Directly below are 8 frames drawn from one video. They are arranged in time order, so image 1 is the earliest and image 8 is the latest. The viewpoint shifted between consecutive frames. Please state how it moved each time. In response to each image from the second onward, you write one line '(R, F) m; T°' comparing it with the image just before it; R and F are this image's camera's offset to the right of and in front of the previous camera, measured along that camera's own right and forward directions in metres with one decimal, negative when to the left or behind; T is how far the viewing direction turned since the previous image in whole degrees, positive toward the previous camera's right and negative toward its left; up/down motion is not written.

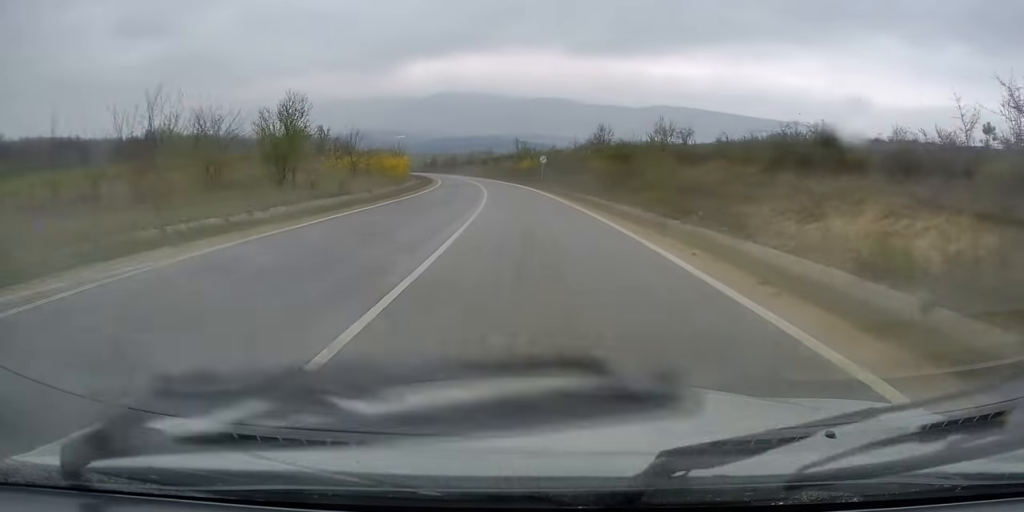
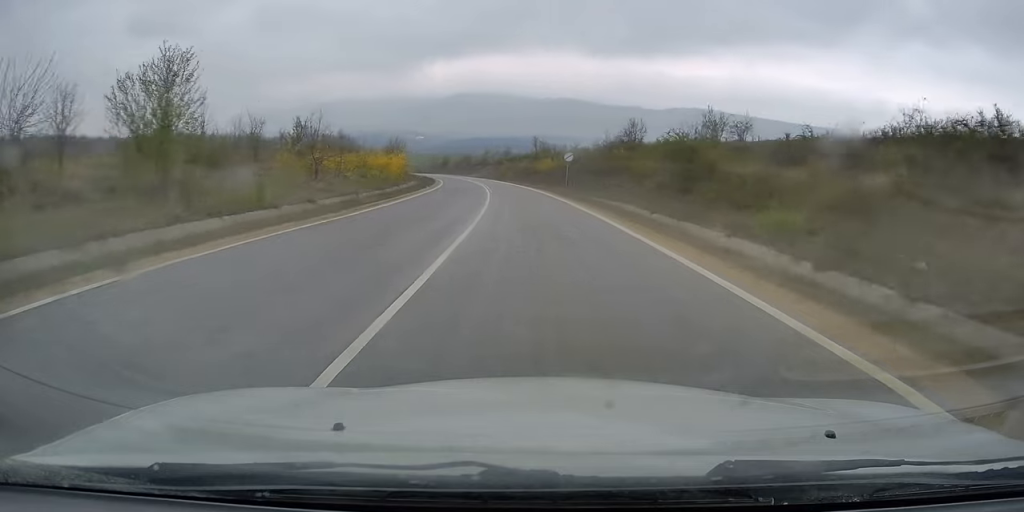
(0.0, +12.8) m; -1°
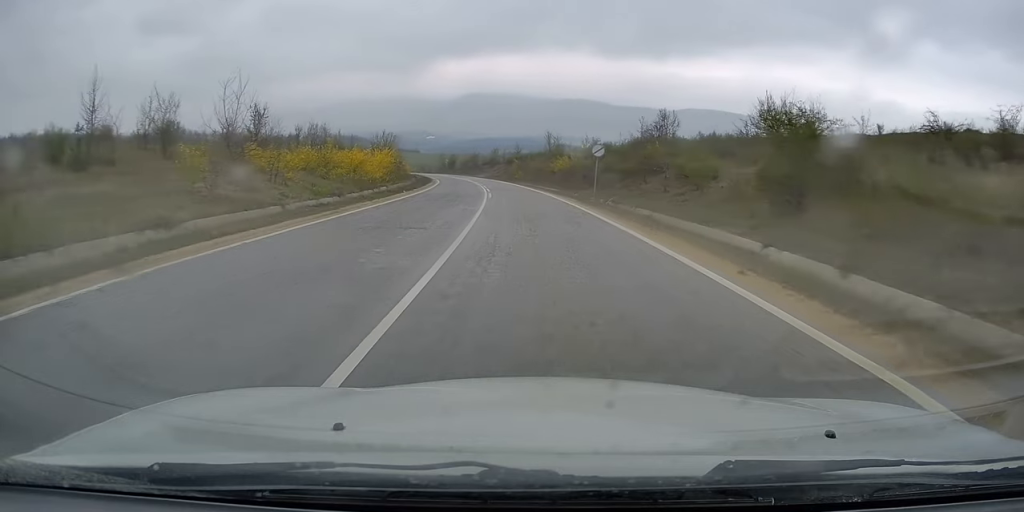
(-0.2, +12.2) m; -1°
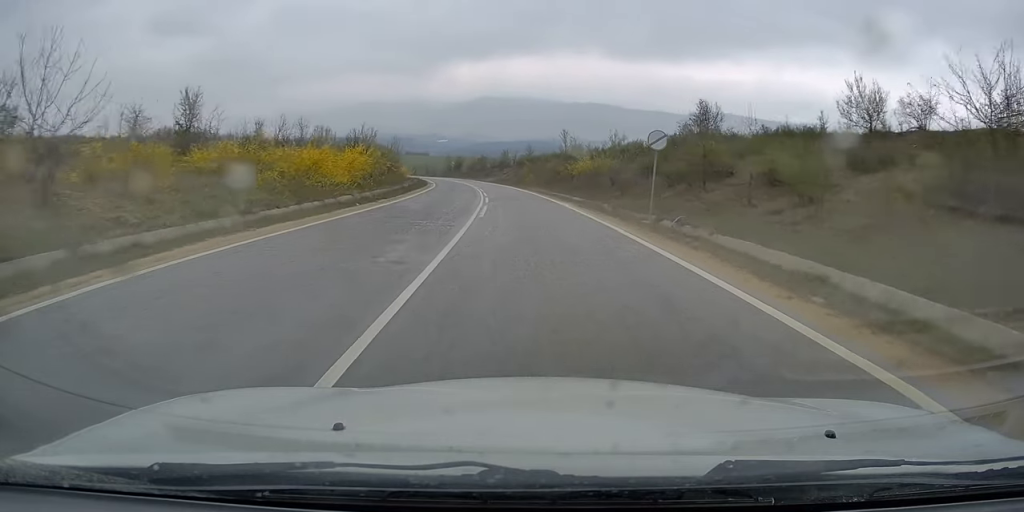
(-0.1, +12.2) m; -1°
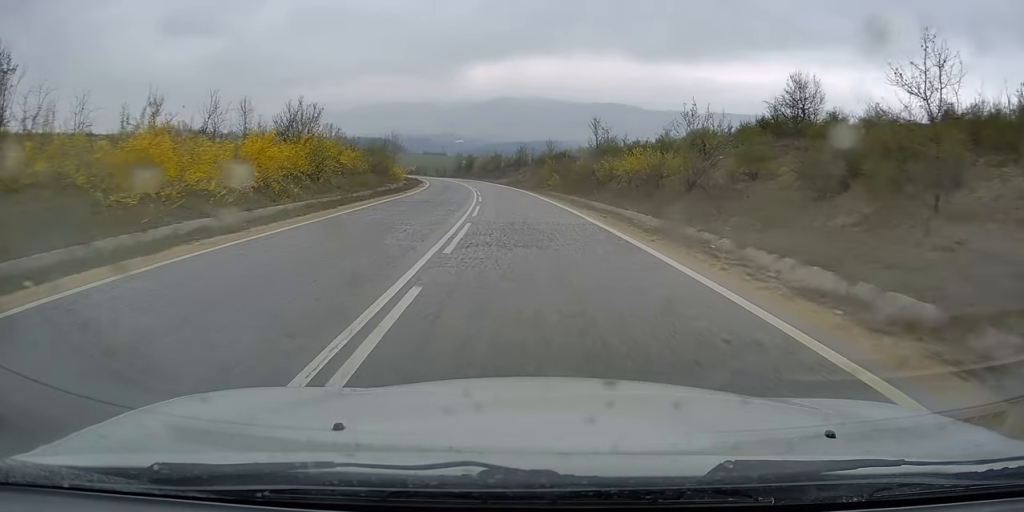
(-0.3, +17.5) m; -2°
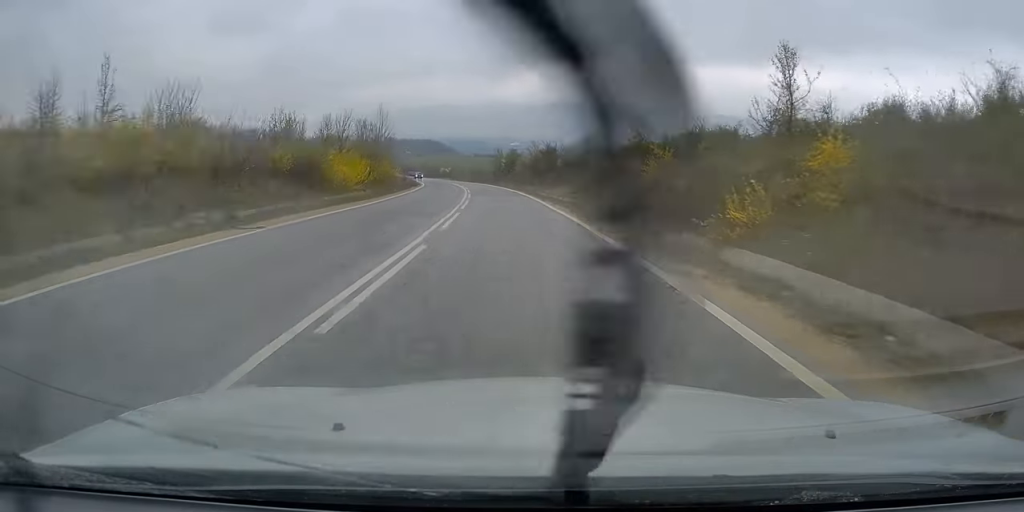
(-1.4, +40.2) m; -4°
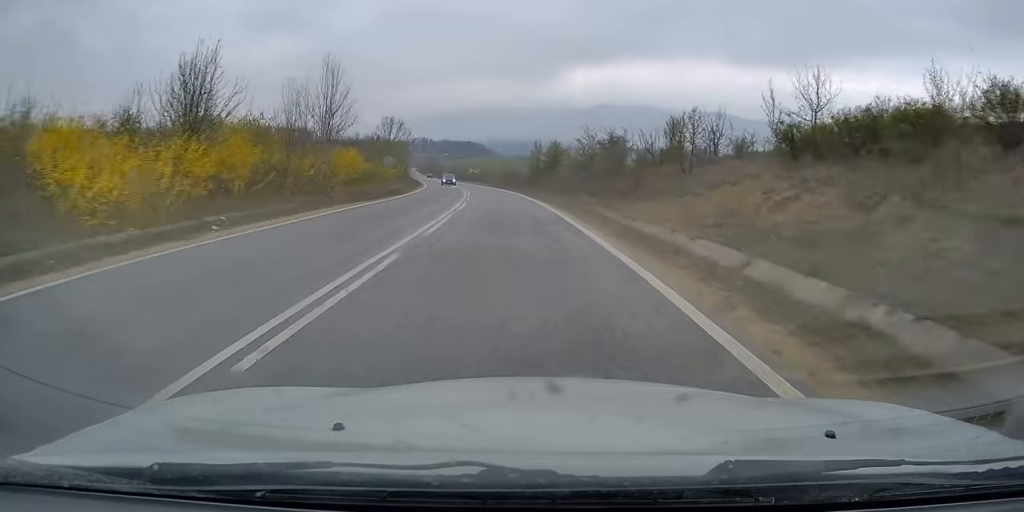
(-1.1, +27.7) m; -4°
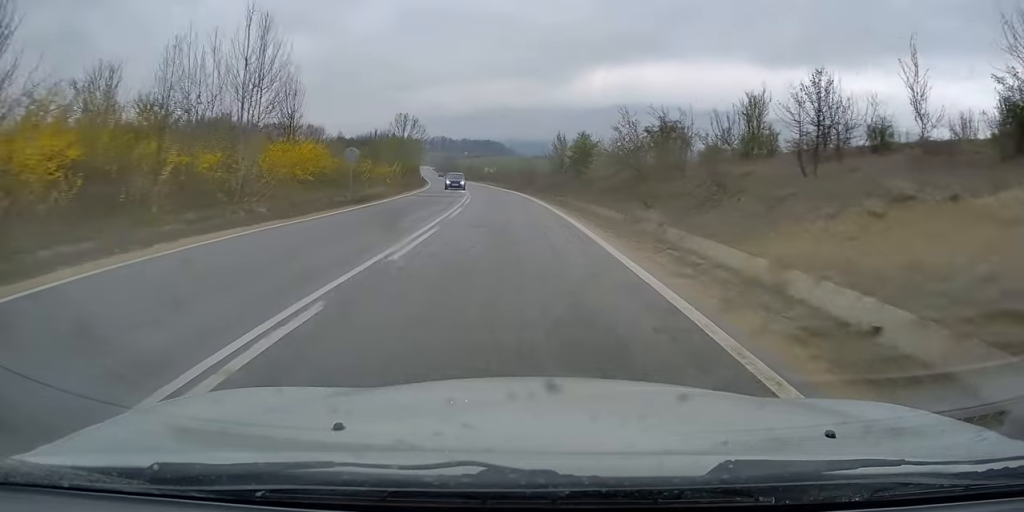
(-0.1, +13.0) m; -2°
